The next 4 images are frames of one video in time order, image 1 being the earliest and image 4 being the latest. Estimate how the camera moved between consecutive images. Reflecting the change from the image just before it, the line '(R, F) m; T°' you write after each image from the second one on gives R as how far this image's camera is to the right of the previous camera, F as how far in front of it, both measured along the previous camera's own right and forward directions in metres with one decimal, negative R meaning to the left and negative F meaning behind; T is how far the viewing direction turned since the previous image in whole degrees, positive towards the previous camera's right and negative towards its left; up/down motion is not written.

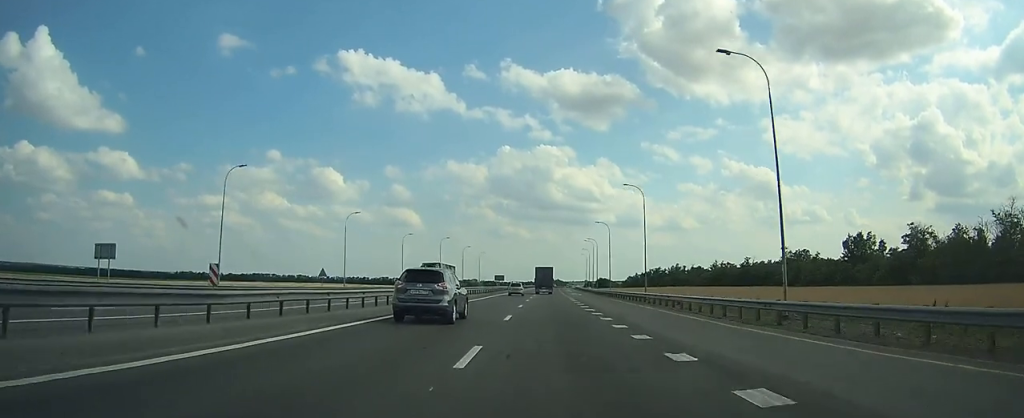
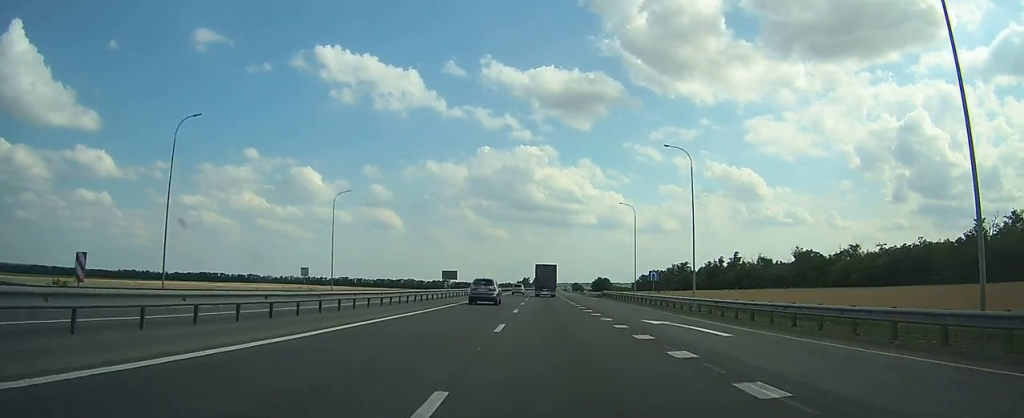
(+1.2, +123.0) m; +1°
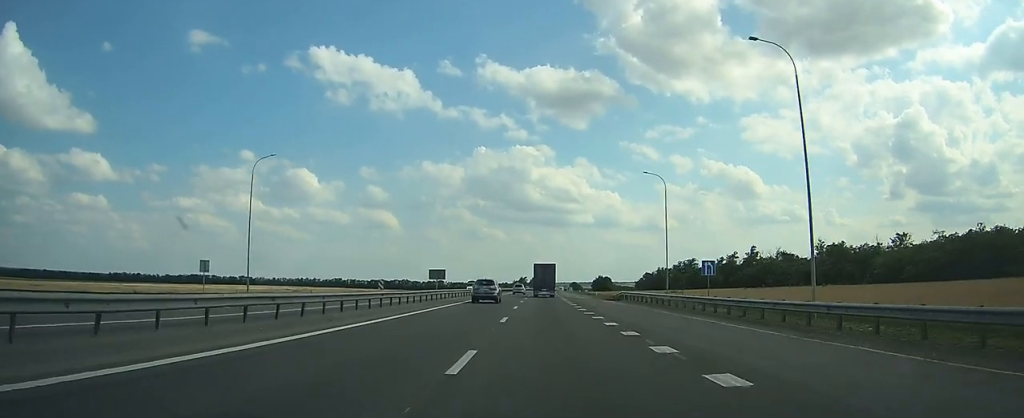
(0.0, +19.2) m; 0°
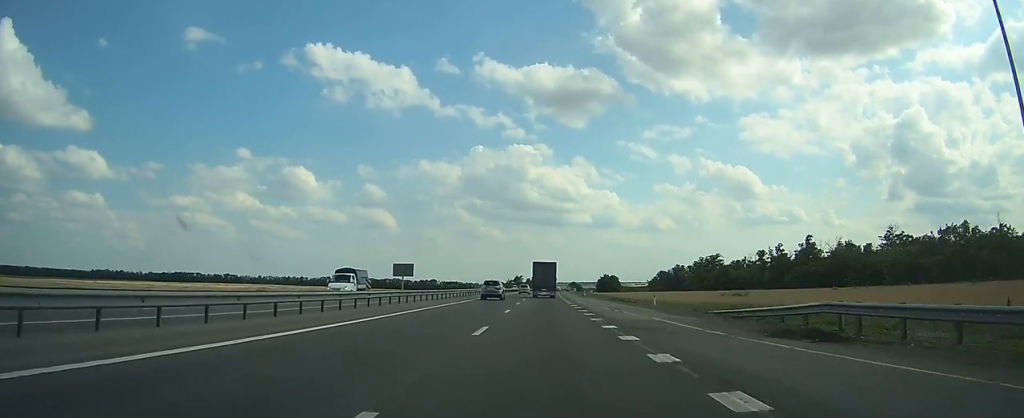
(0.0, +41.8) m; +1°
